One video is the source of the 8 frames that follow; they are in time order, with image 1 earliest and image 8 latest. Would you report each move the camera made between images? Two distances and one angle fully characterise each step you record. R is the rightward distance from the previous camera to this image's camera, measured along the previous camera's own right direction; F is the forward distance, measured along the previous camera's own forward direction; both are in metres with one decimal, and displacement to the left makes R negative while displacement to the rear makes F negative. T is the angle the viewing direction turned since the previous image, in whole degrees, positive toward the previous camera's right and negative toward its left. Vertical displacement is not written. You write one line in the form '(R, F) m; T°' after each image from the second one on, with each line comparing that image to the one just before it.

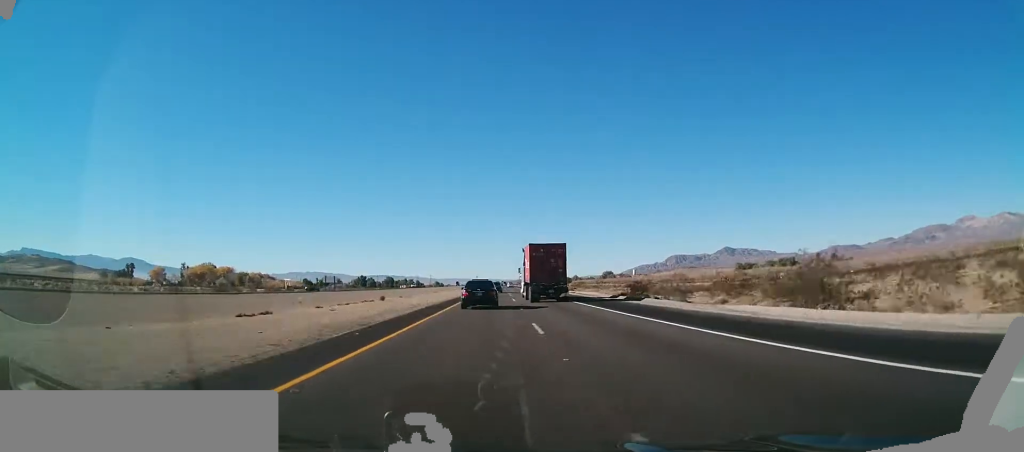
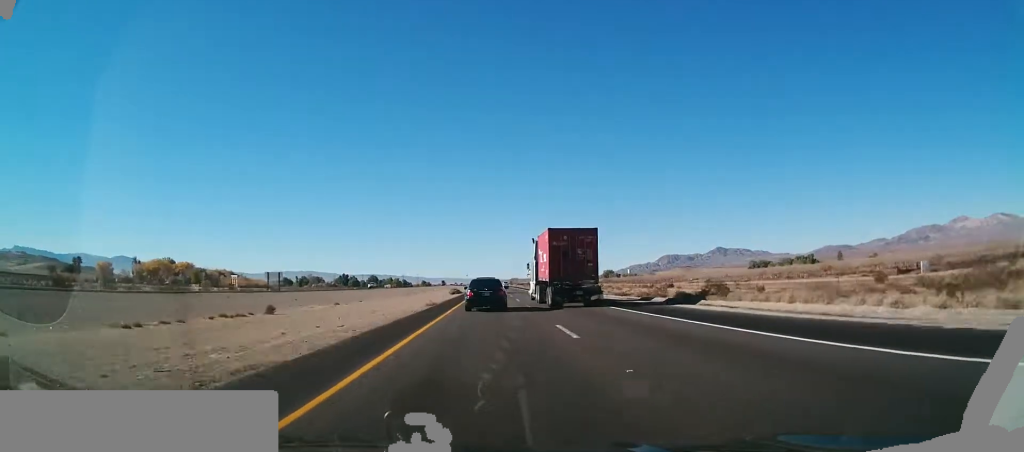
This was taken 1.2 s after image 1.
(-0.3, +46.3) m; 0°
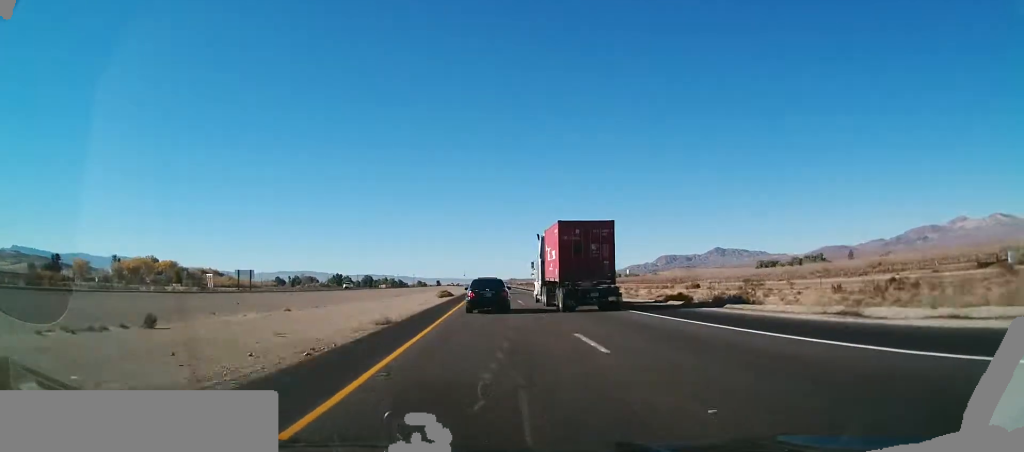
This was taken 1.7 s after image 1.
(+0.2, +17.6) m; 0°
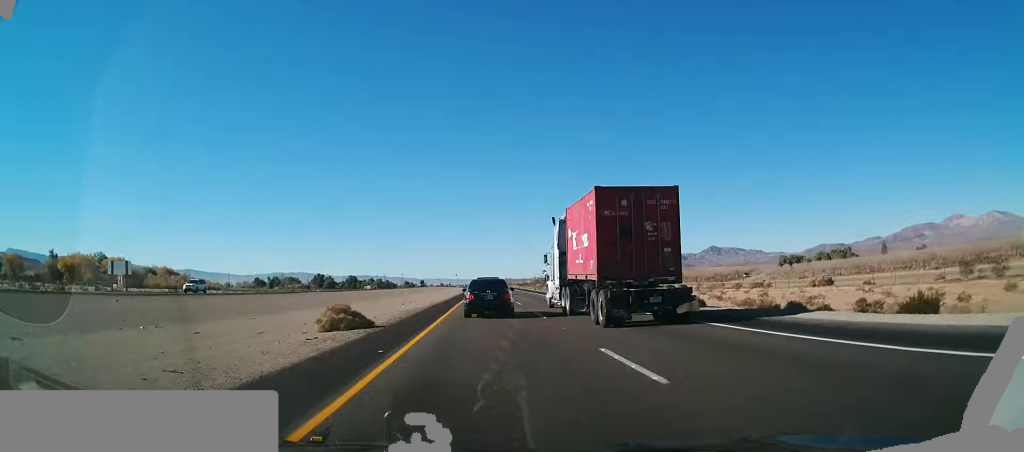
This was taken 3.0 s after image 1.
(+0.4, +48.3) m; 0°
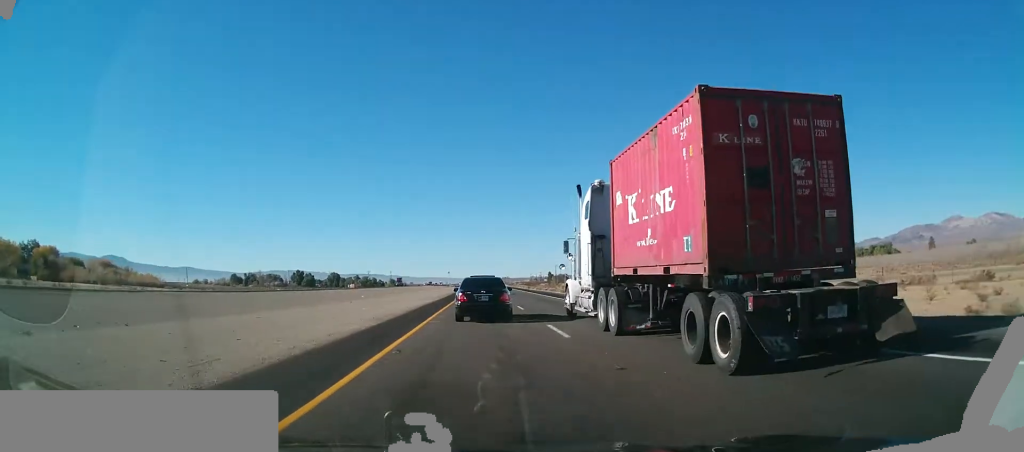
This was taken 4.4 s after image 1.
(+0.1, +52.6) m; 0°
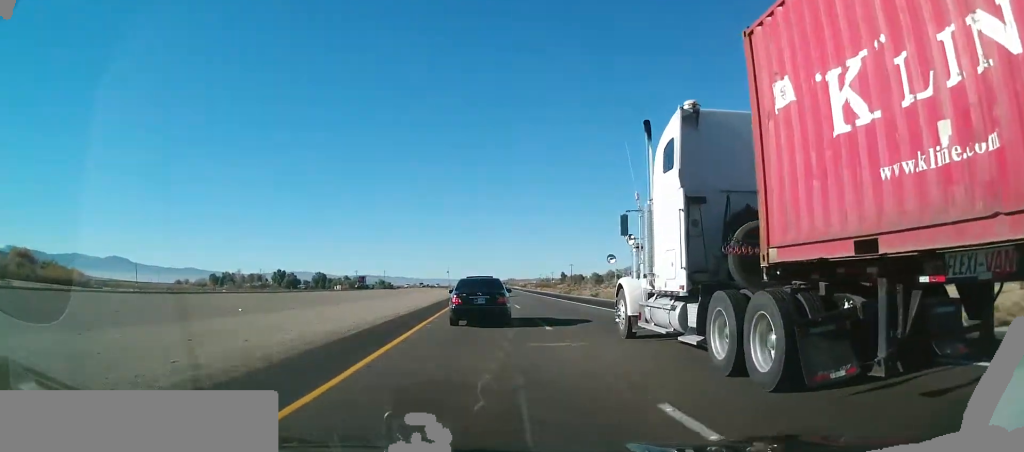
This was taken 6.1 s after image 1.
(+0.6, +56.5) m; +1°
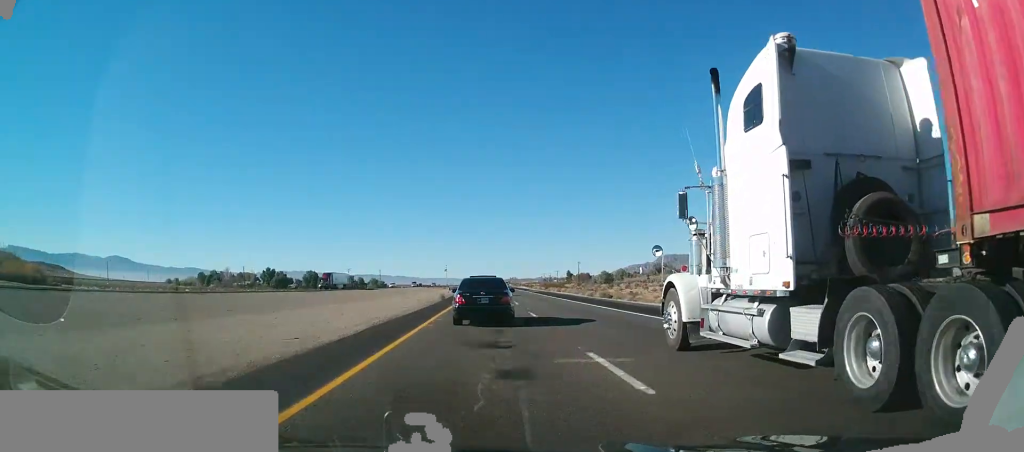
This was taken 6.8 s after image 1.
(-0.1, +24.6) m; -1°
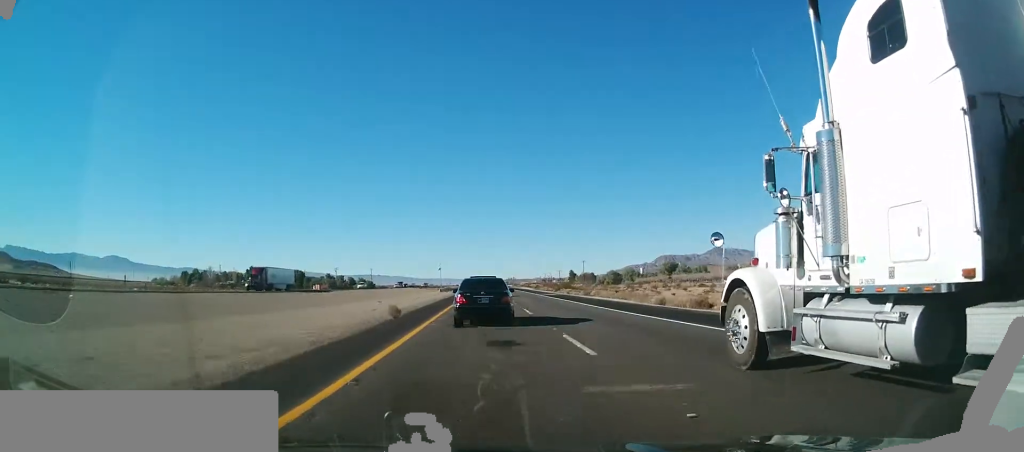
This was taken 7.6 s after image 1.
(-0.2, +25.4) m; 0°
